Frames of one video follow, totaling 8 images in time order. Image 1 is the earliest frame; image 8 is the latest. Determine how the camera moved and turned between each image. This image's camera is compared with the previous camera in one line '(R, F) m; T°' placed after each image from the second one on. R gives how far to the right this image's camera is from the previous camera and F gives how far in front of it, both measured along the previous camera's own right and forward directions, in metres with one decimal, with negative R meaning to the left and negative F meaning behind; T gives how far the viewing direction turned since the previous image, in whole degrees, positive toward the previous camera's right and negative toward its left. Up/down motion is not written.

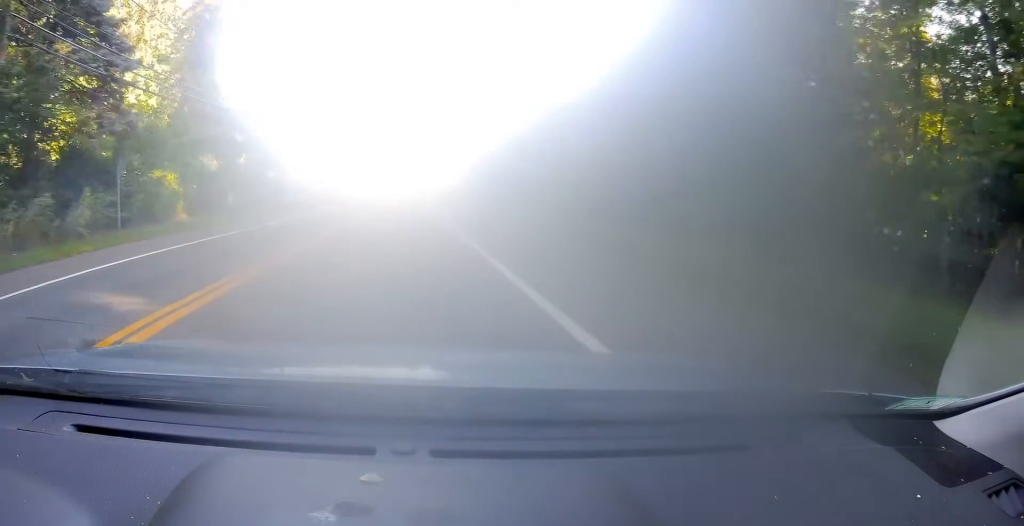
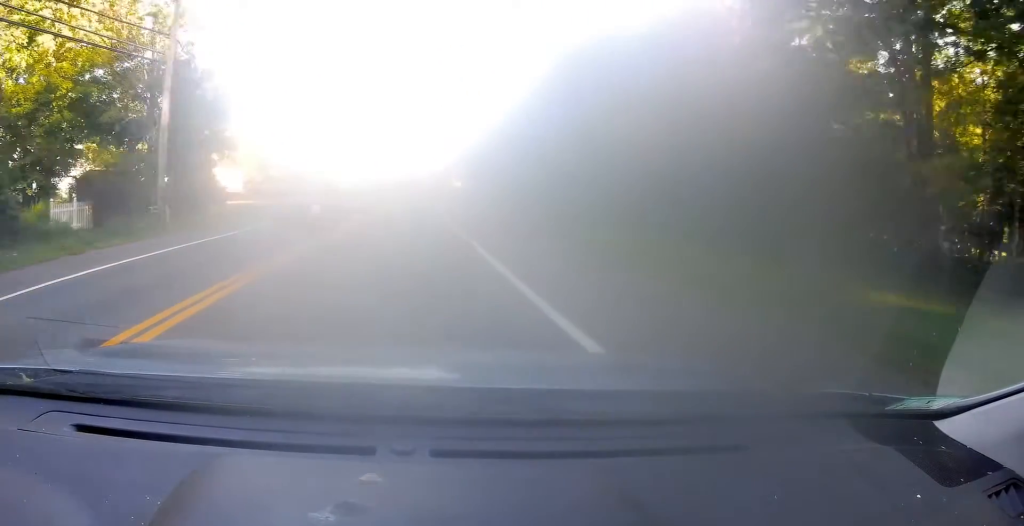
(-0.2, +21.1) m; -1°
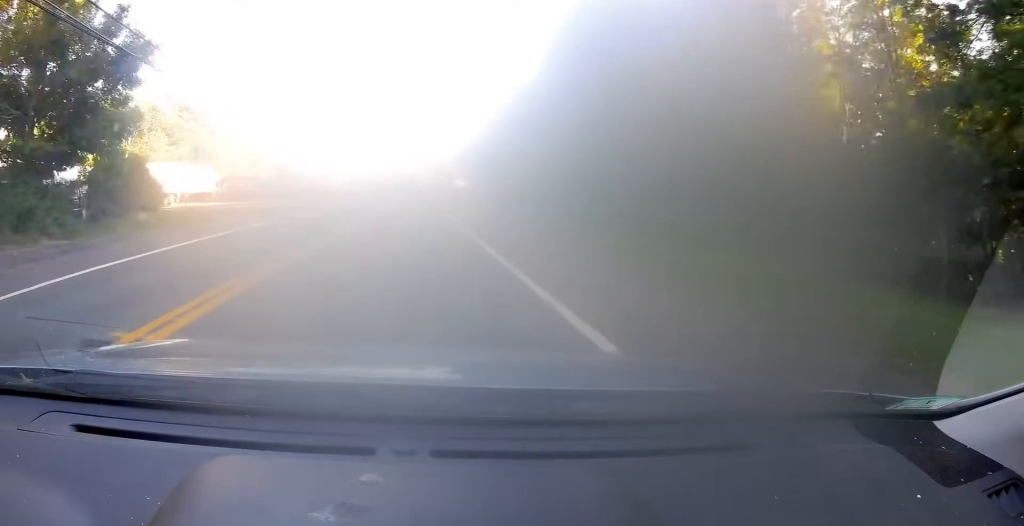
(-0.1, +12.0) m; 0°
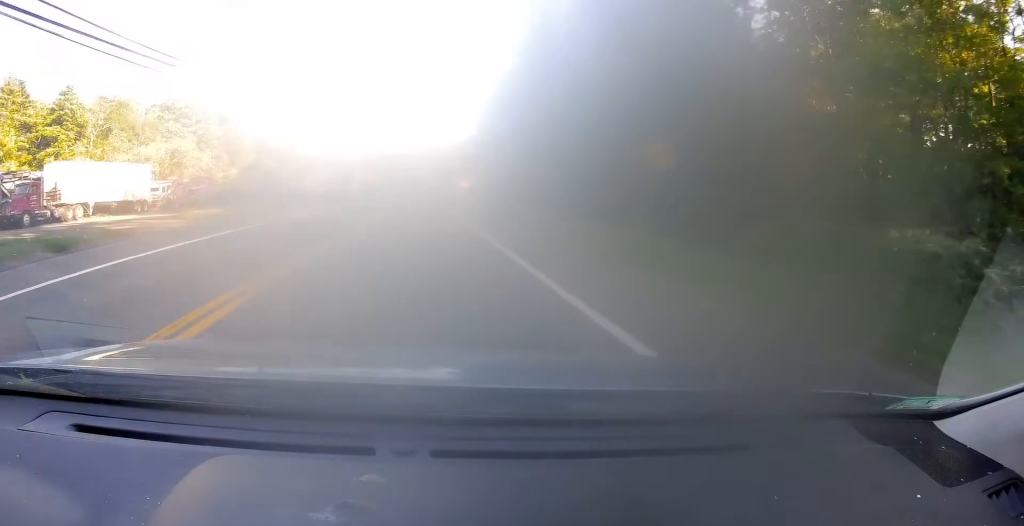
(-0.2, +18.4) m; +1°
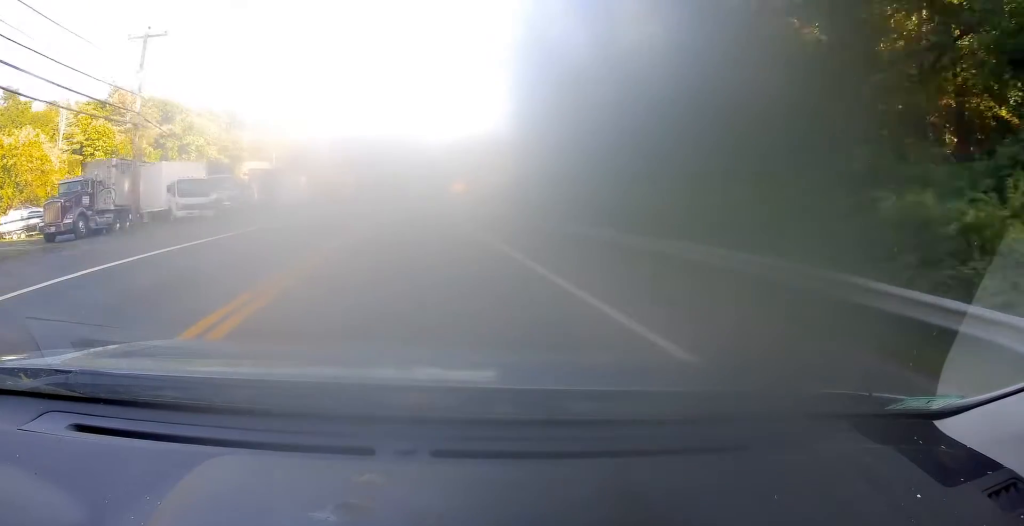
(-0.1, +39.0) m; 0°
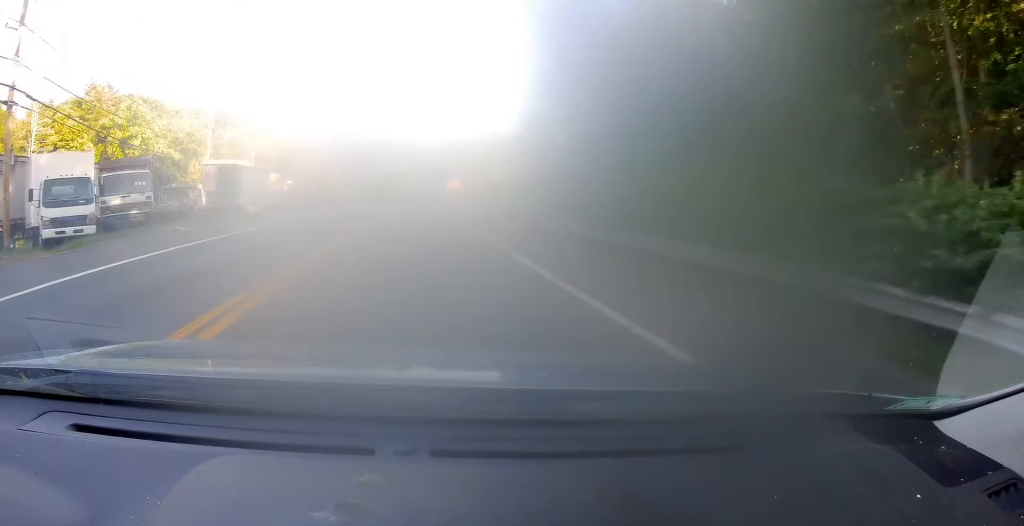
(+0.2, +10.0) m; +1°
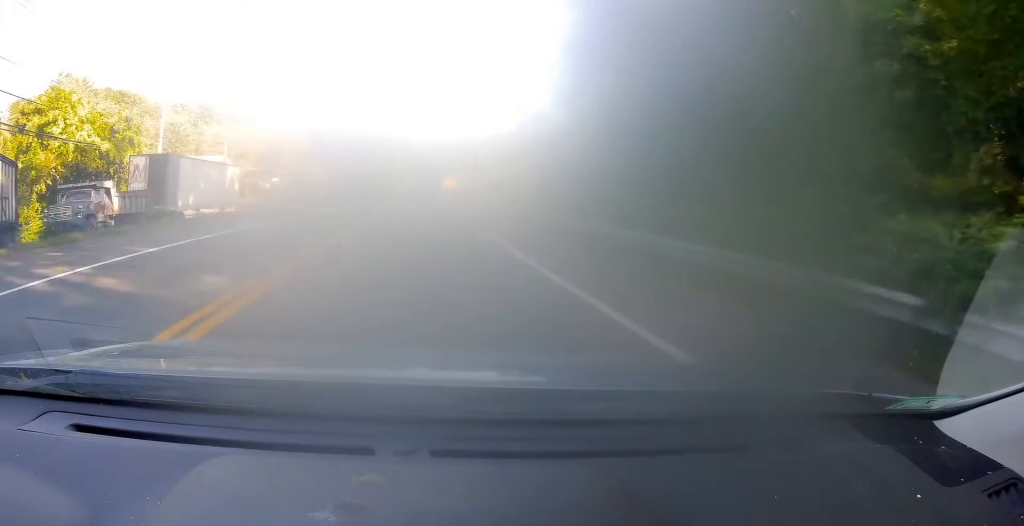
(+0.1, +10.7) m; +1°
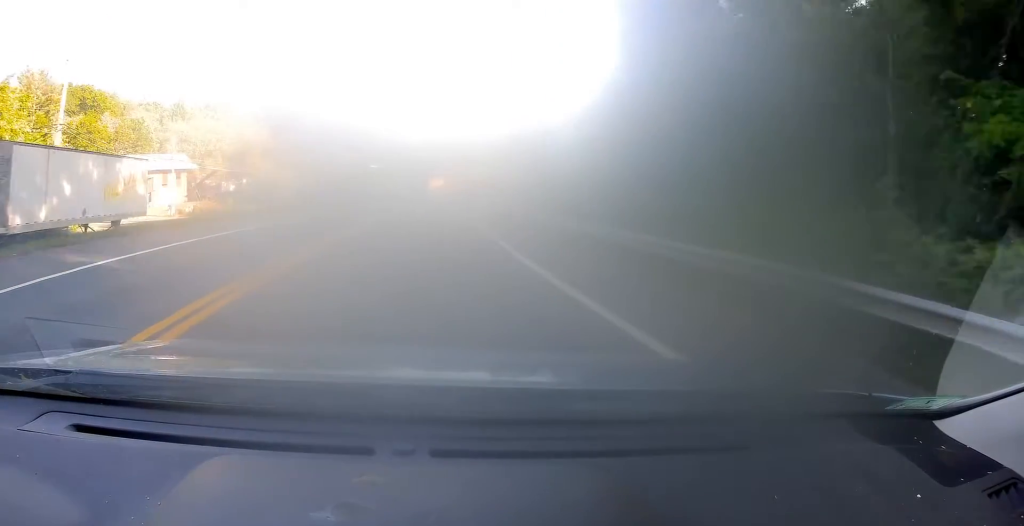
(+0.3, +15.0) m; +1°
